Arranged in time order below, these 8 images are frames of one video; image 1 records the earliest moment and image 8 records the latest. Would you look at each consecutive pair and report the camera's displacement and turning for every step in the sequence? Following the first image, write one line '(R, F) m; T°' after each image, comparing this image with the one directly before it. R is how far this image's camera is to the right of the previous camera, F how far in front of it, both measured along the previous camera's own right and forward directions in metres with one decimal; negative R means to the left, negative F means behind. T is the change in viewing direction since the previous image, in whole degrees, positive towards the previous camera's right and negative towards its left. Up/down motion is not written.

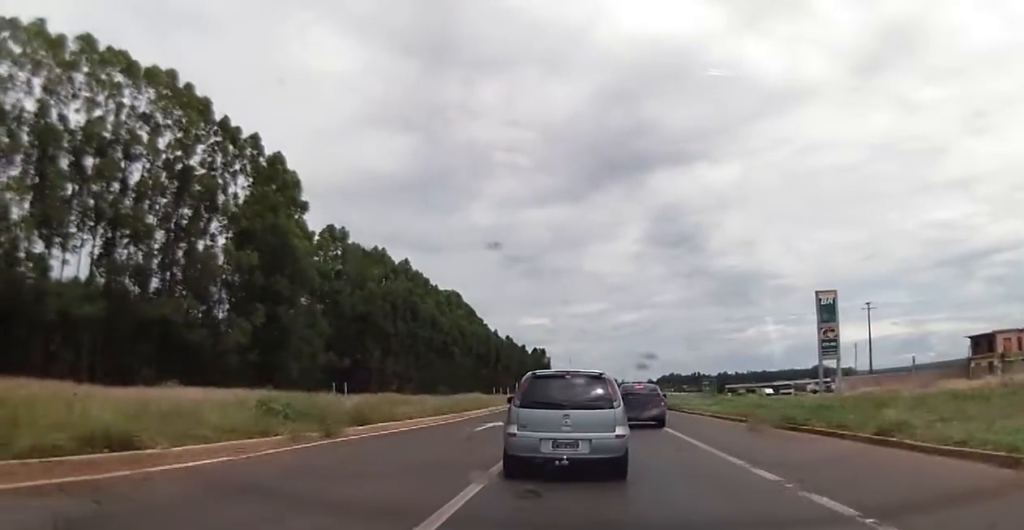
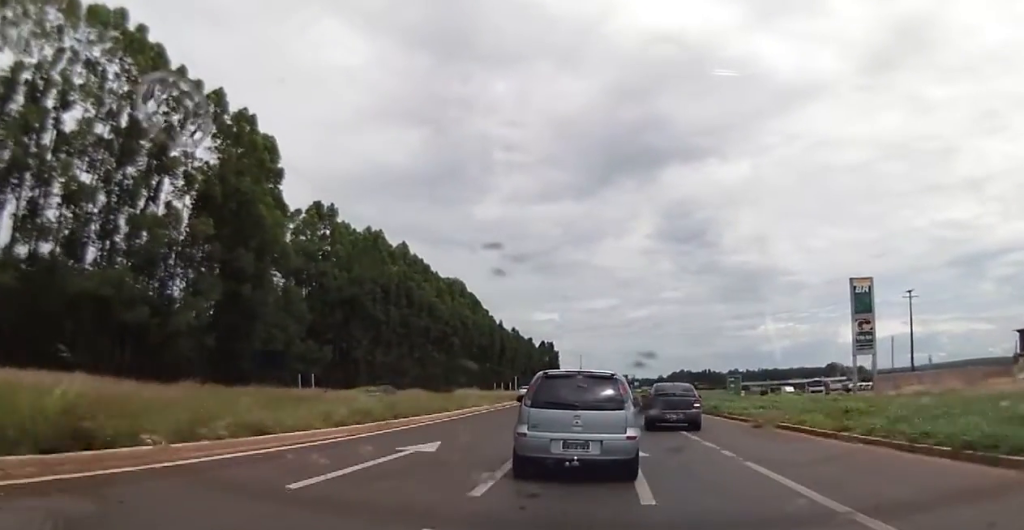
(0.0, +12.3) m; 0°
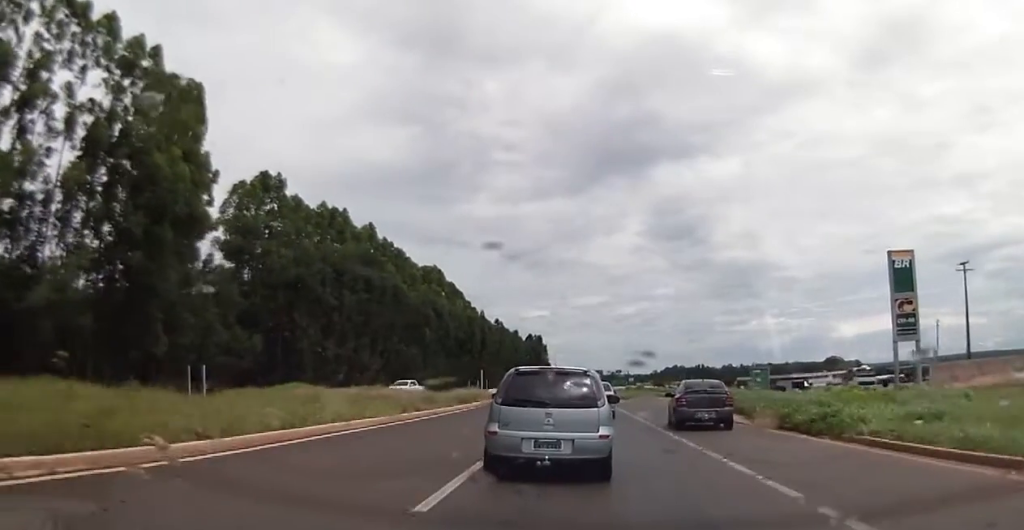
(-0.3, +18.3) m; -2°
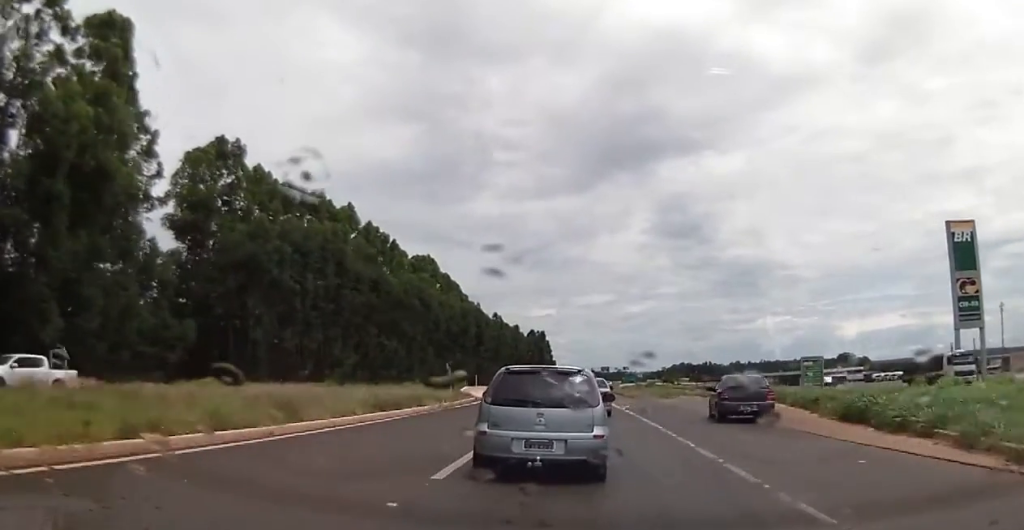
(+0.1, +15.2) m; 0°
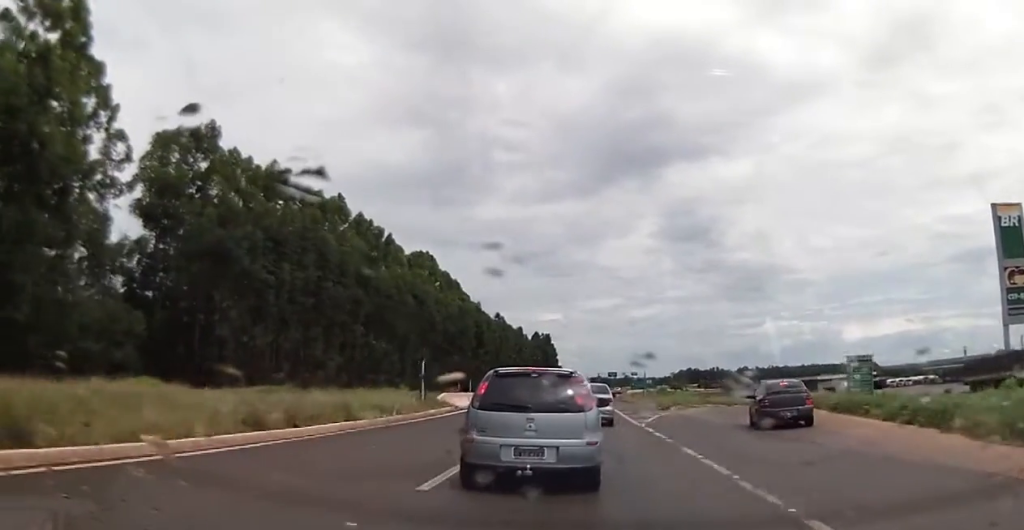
(-0.2, +8.9) m; 0°
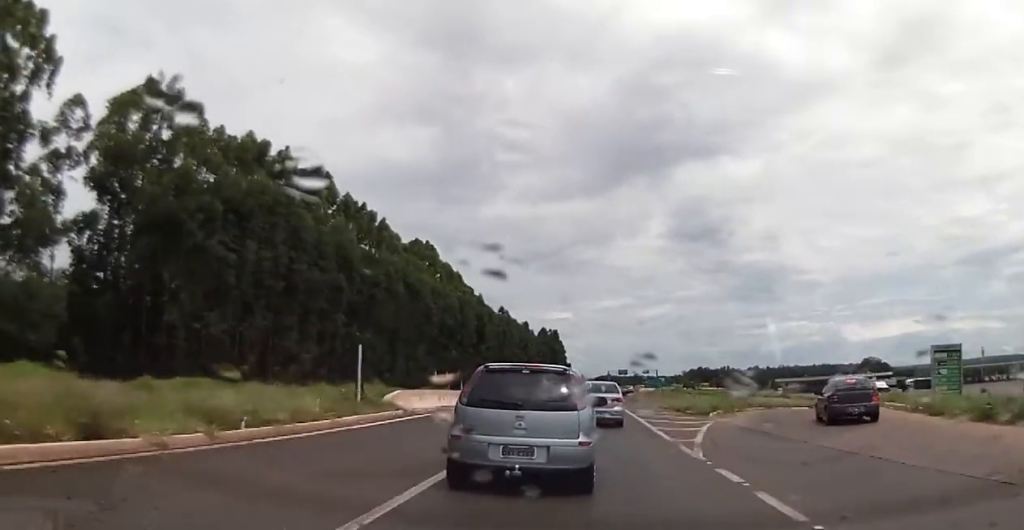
(+0.1, +11.3) m; 0°
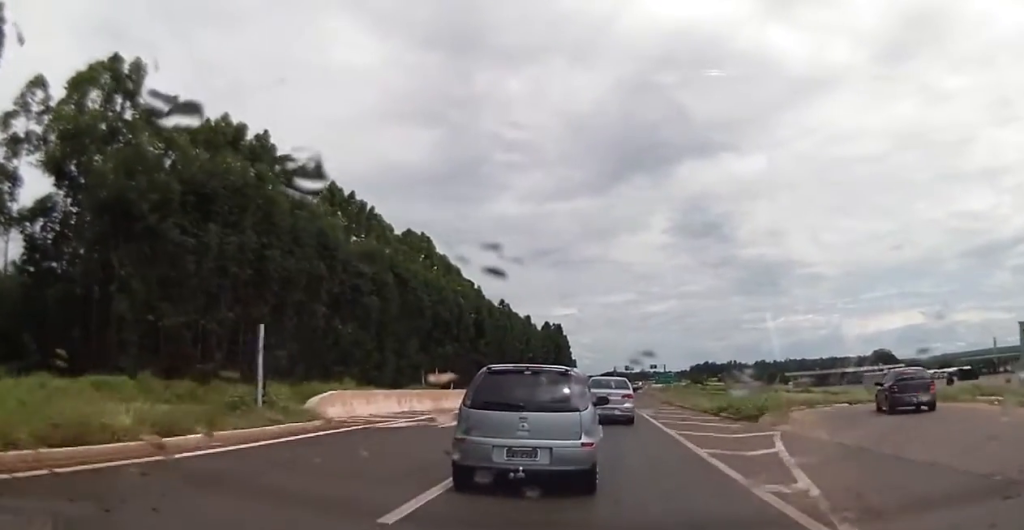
(-0.1, +8.5) m; -2°
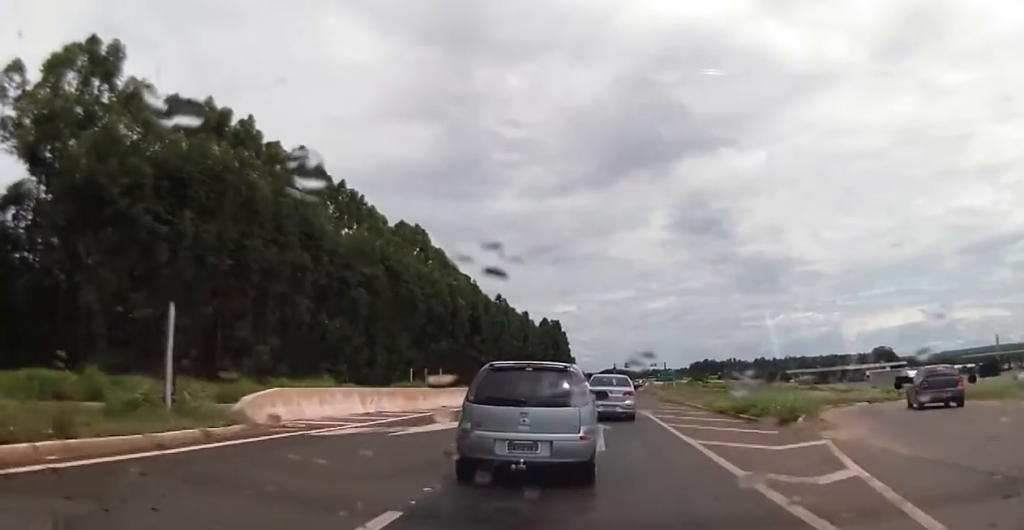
(0.0, +4.3) m; -2°
